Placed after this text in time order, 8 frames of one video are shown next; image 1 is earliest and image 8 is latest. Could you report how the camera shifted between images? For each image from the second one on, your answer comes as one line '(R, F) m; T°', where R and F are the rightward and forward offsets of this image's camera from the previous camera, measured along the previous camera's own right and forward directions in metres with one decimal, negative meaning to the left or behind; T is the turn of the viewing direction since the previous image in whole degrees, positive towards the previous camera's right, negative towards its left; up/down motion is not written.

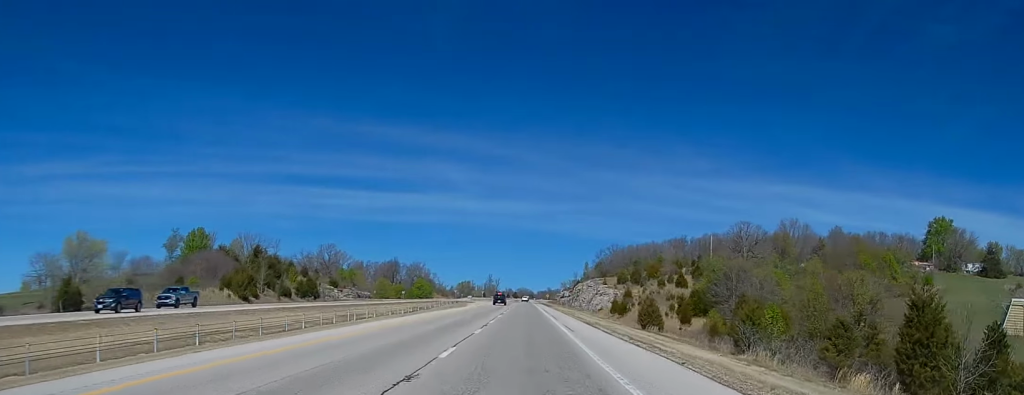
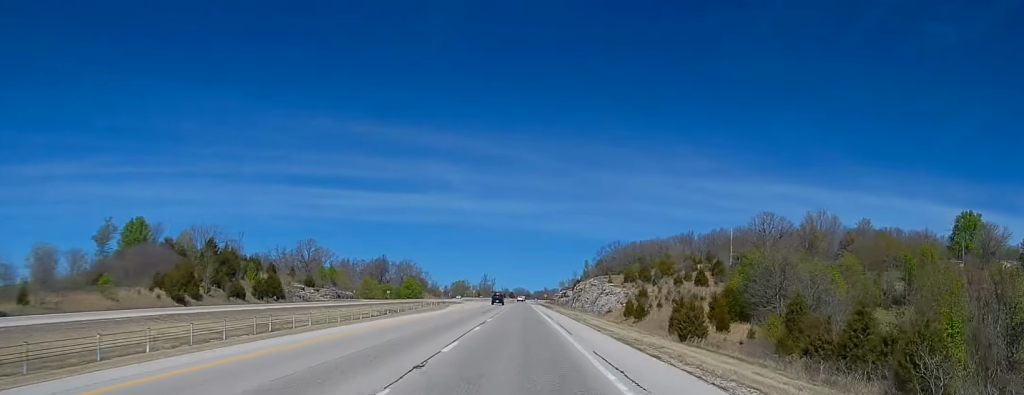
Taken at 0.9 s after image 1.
(+0.1, +22.3) m; +1°
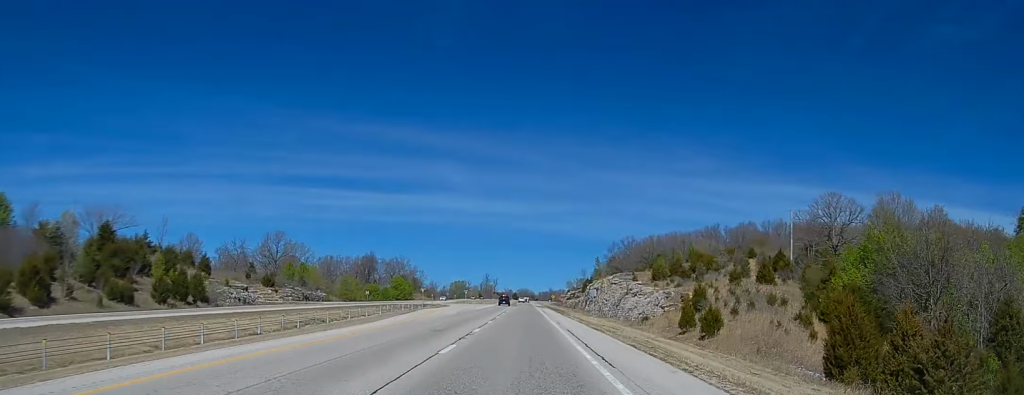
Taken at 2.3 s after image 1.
(+0.1, +37.3) m; -1°
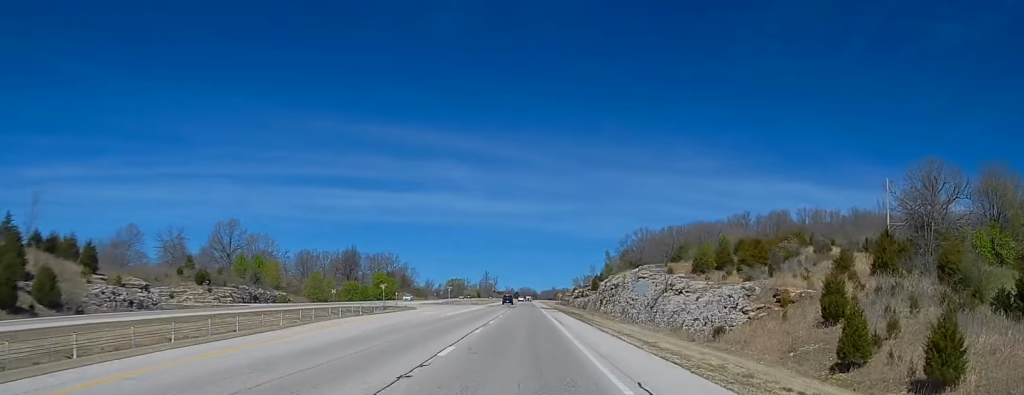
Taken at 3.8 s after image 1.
(-0.3, +37.2) m; -1°
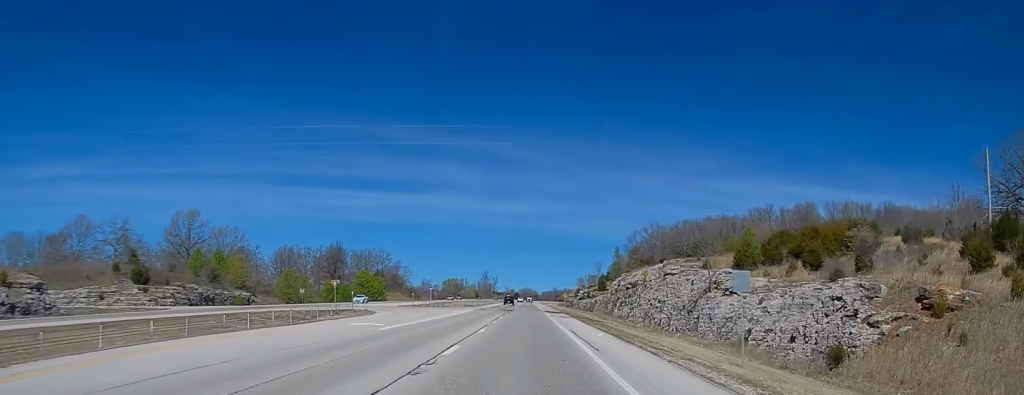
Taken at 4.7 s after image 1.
(-0.1, +24.0) m; 0°
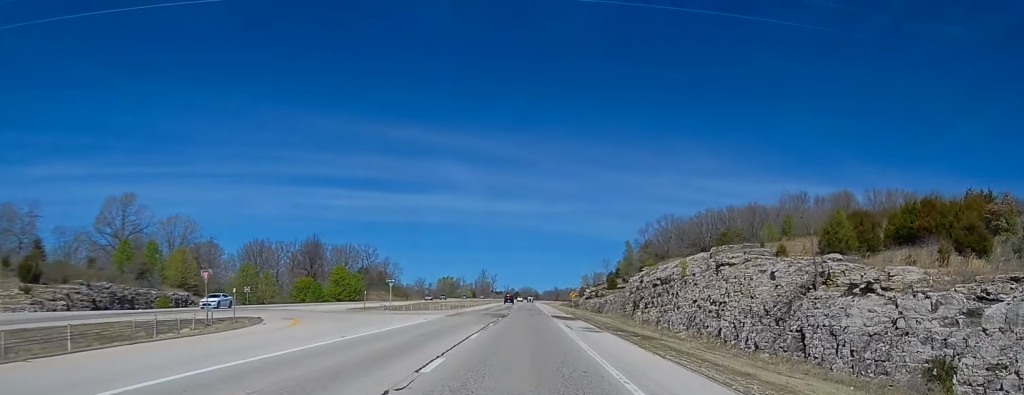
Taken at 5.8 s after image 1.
(+0.2, +28.9) m; 0°
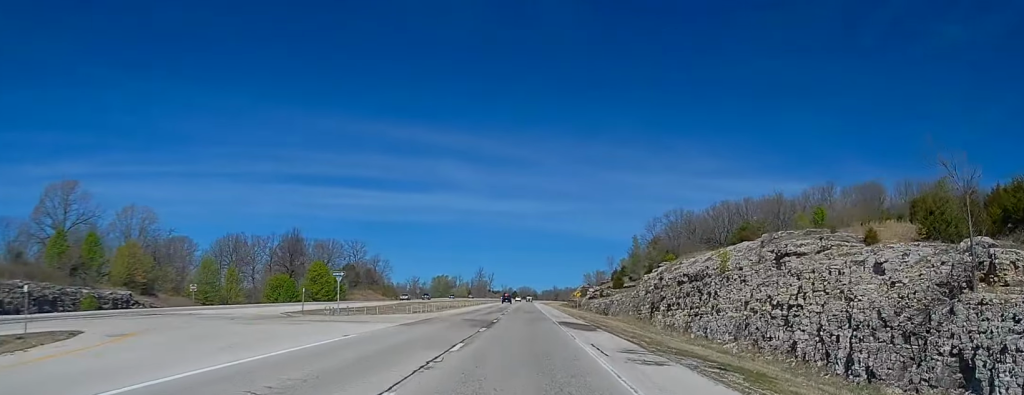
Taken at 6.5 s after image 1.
(-0.1, +18.8) m; 0°
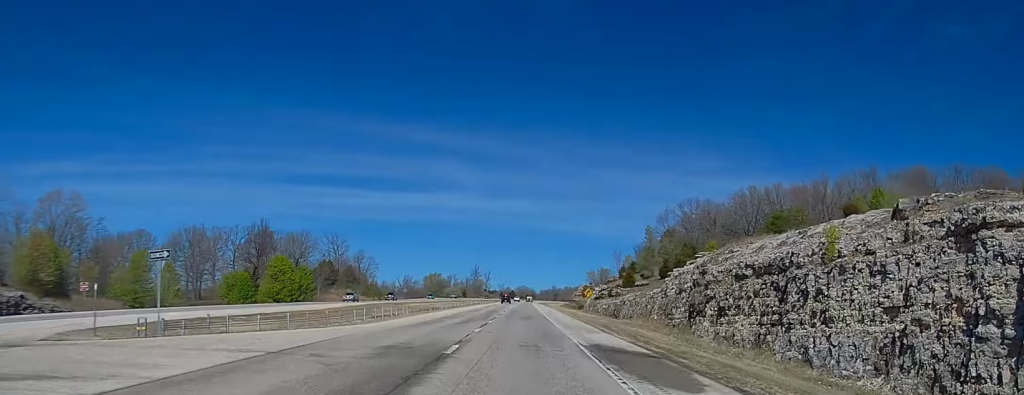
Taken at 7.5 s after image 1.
(0.0, +25.4) m; 0°
